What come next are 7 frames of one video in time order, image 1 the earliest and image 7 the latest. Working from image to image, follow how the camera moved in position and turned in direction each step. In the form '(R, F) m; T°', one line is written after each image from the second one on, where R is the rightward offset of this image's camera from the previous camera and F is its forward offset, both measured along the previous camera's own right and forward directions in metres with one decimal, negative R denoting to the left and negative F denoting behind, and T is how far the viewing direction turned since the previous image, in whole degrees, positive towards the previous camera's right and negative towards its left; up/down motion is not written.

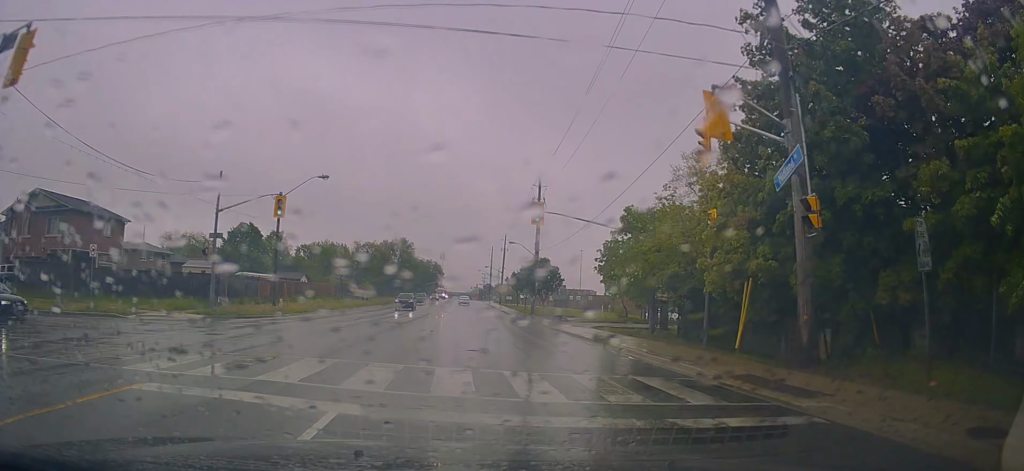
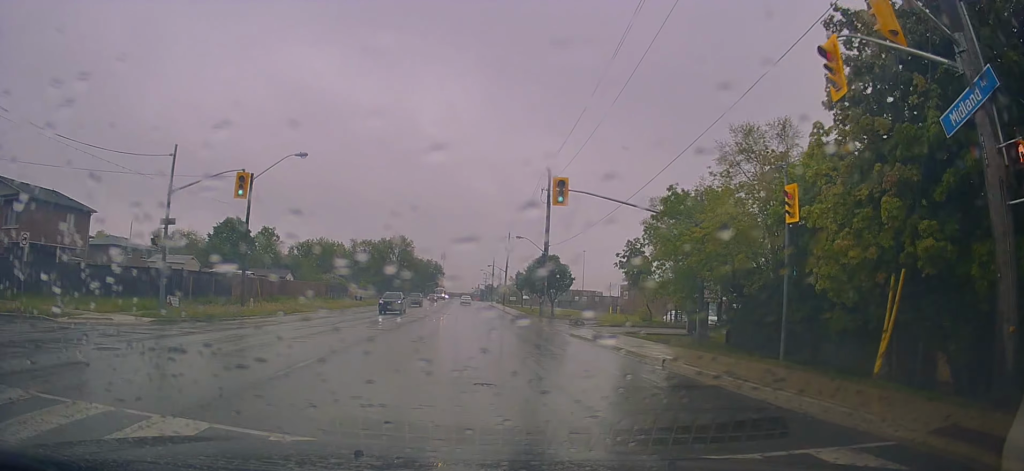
(+0.5, +5.9) m; -1°
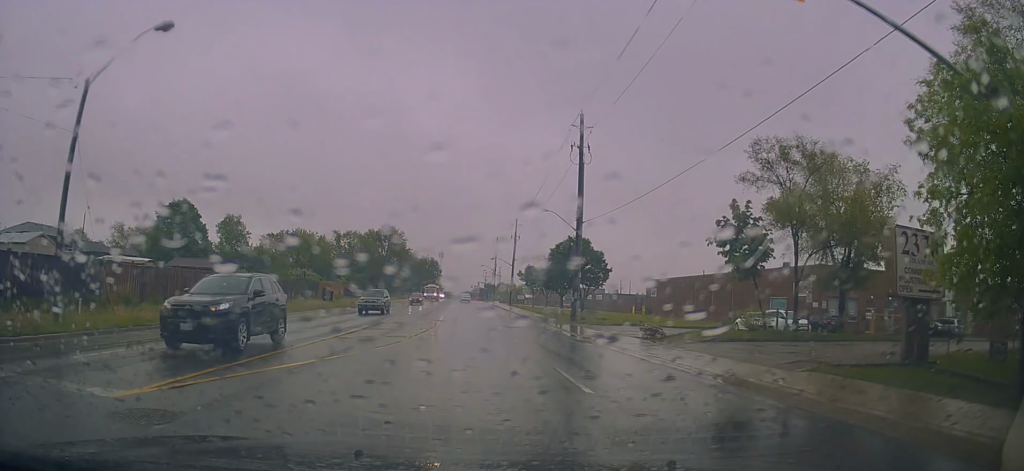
(-1.2, +15.7) m; -2°
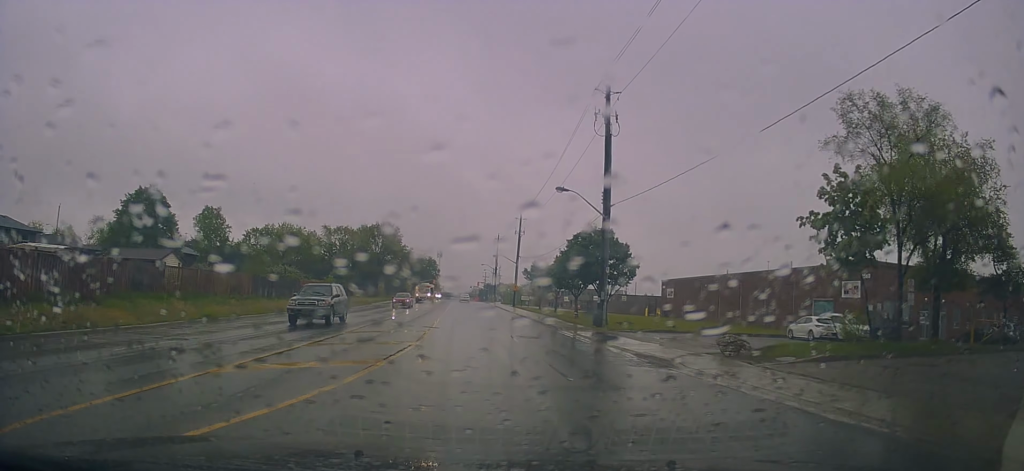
(+0.5, +7.6) m; +1°
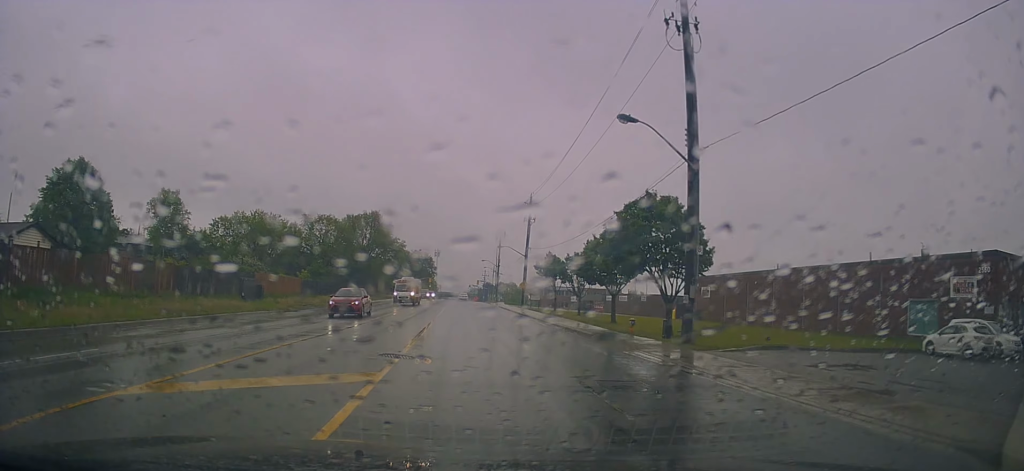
(+0.1, +12.8) m; 0°
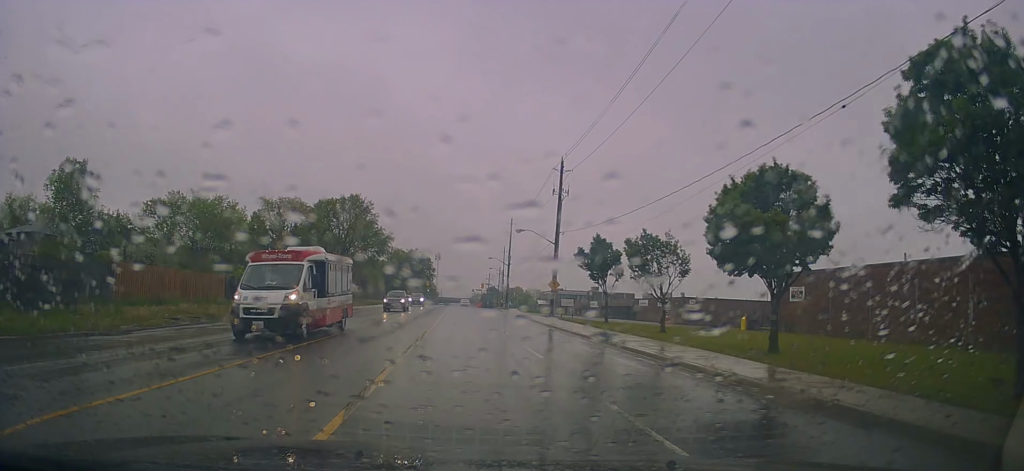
(-0.3, +19.7) m; 0°
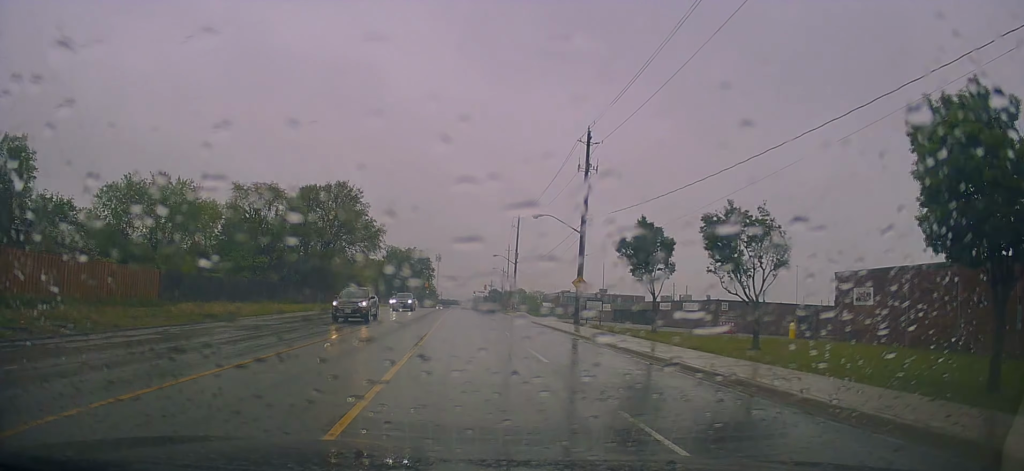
(+0.2, +9.2) m; 0°
